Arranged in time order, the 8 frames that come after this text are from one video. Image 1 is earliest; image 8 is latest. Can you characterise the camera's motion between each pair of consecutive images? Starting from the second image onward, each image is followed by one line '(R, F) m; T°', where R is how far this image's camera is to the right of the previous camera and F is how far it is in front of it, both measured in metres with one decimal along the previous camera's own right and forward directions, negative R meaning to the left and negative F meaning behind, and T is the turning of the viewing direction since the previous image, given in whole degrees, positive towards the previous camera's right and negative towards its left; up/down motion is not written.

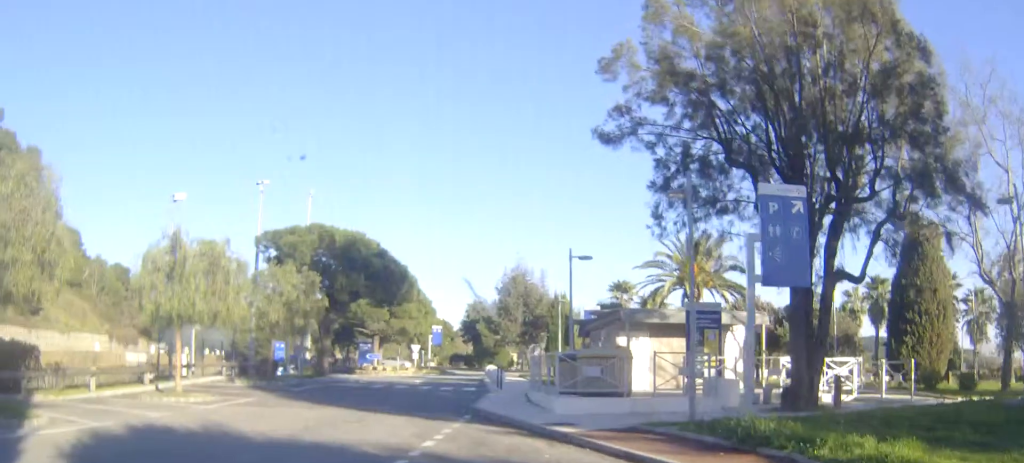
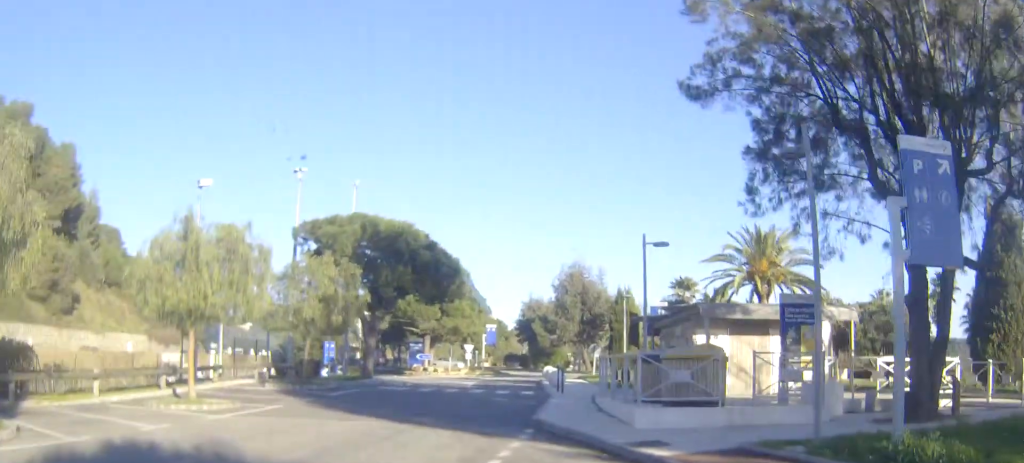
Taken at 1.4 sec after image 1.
(0.0, +0.2) m; 0°
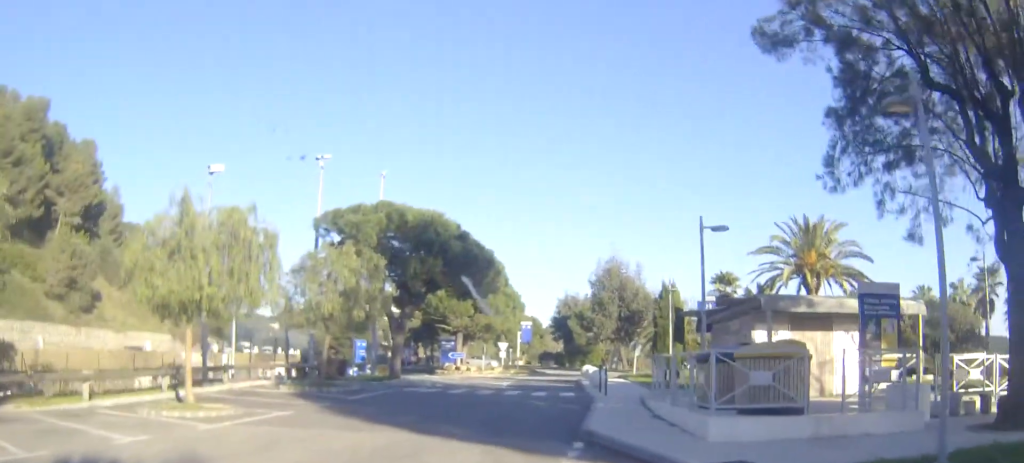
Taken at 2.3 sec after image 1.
(0.0, 0.0) m; 0°
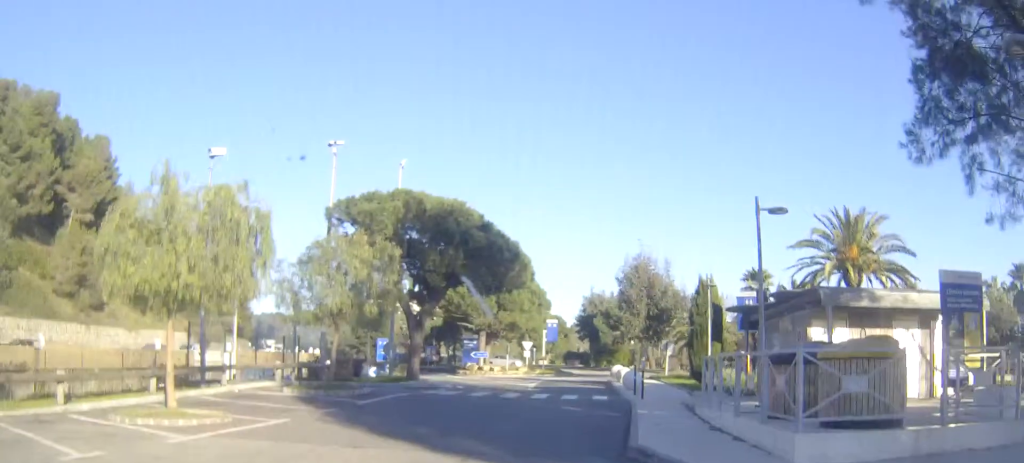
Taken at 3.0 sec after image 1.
(0.0, +0.9) m; 0°
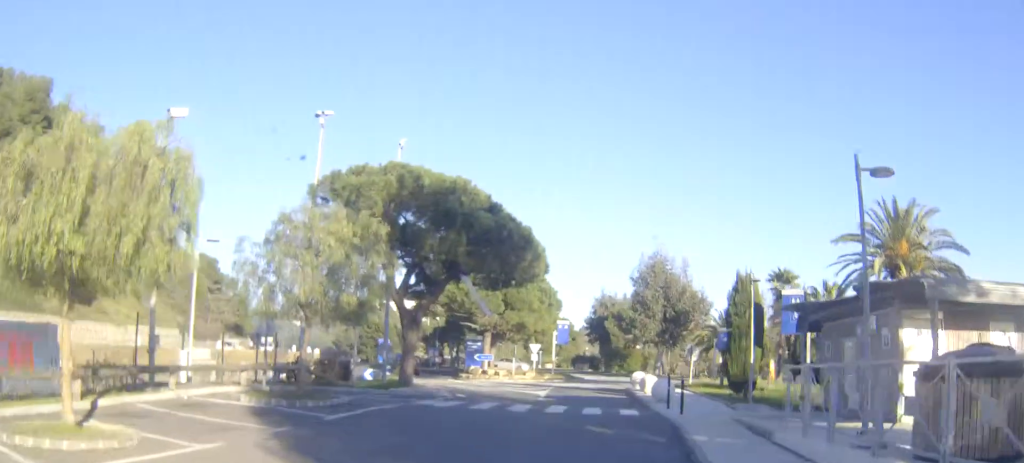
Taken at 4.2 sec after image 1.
(0.0, +3.7) m; 0°
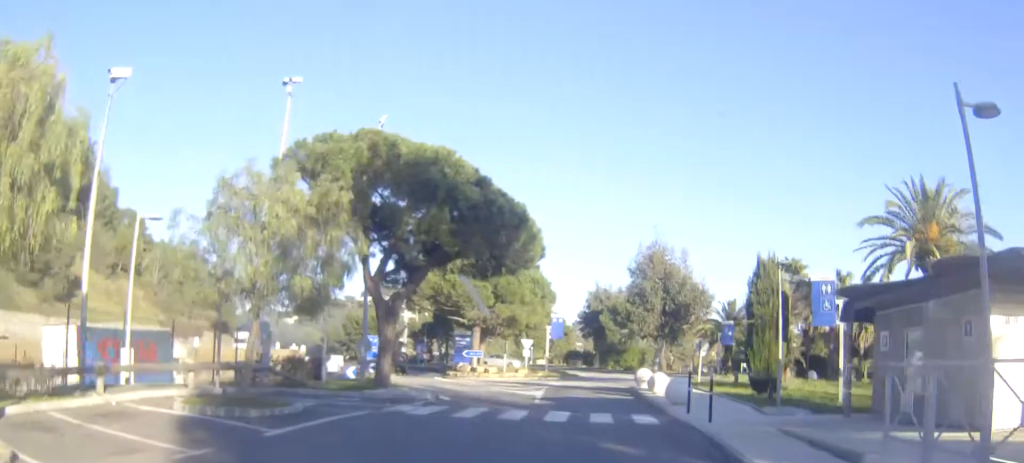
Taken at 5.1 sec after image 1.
(0.0, +3.7) m; +1°
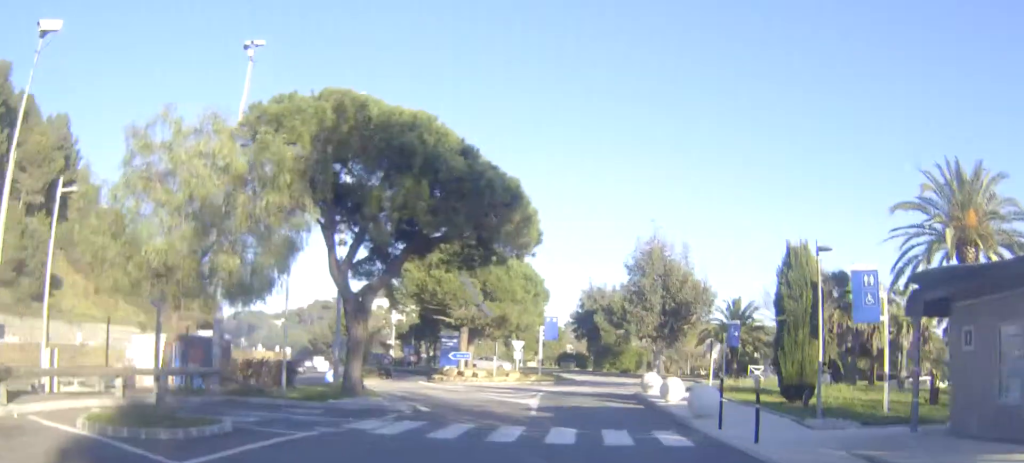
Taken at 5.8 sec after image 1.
(+0.1, +3.8) m; +1°
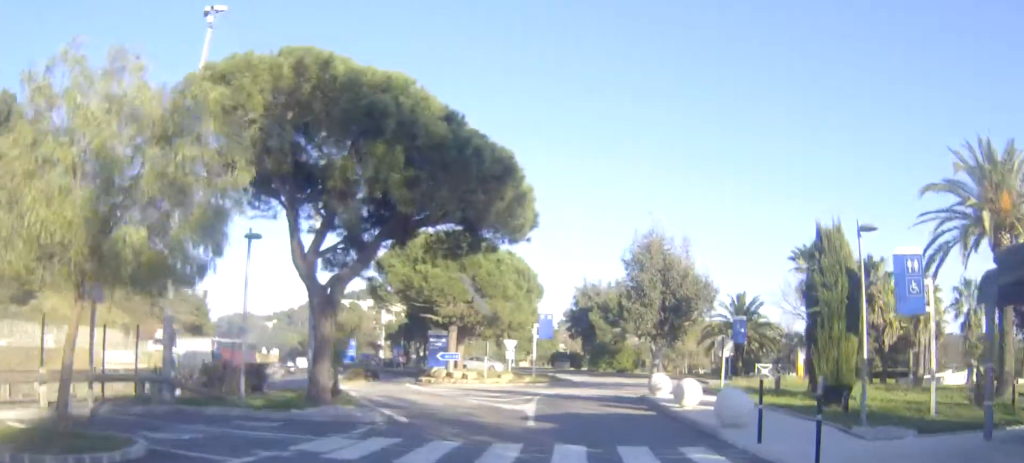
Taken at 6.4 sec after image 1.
(0.0, +3.1) m; 0°
